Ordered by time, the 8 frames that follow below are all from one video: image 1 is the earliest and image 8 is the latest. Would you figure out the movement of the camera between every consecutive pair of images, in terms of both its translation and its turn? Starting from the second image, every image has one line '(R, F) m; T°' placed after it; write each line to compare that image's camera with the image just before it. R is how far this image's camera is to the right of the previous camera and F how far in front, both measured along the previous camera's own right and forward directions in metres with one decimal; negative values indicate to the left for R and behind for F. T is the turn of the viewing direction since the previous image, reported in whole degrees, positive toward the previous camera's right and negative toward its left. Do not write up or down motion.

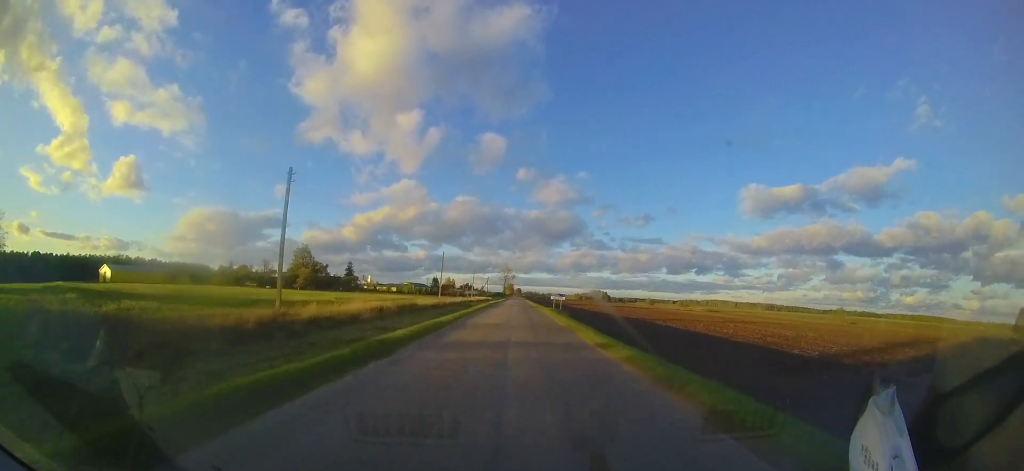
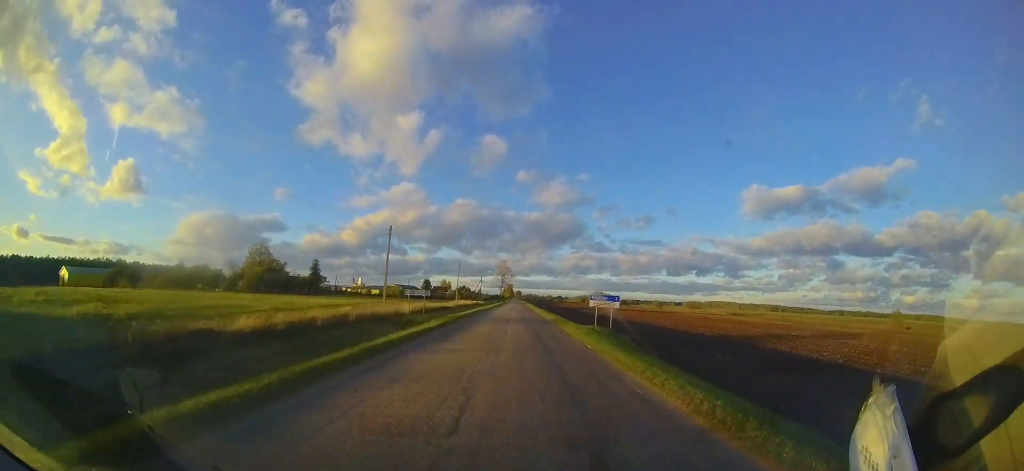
(-0.3, +25.0) m; 0°
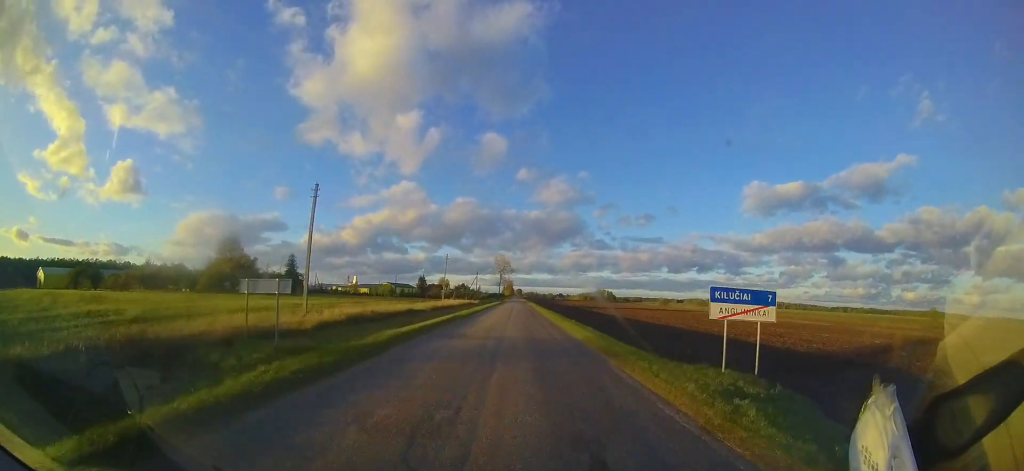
(0.0, +13.9) m; +1°
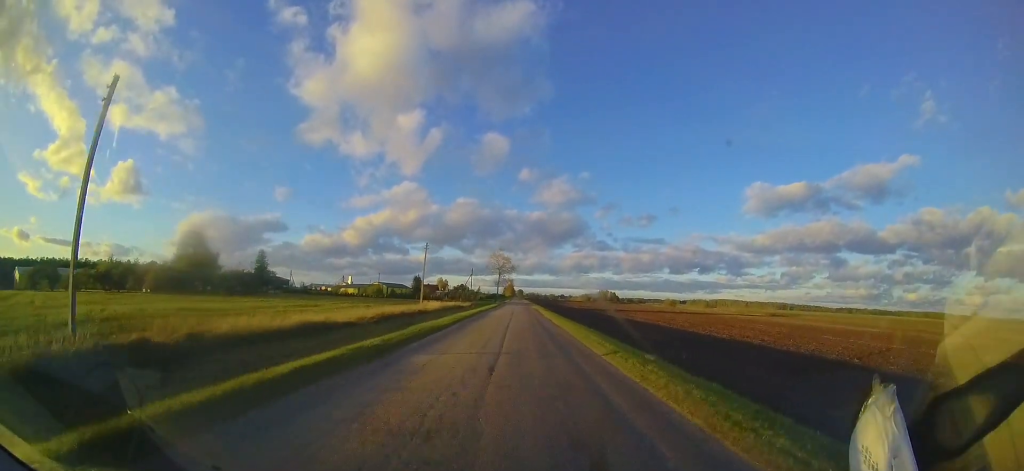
(+0.1, +15.1) m; 0°
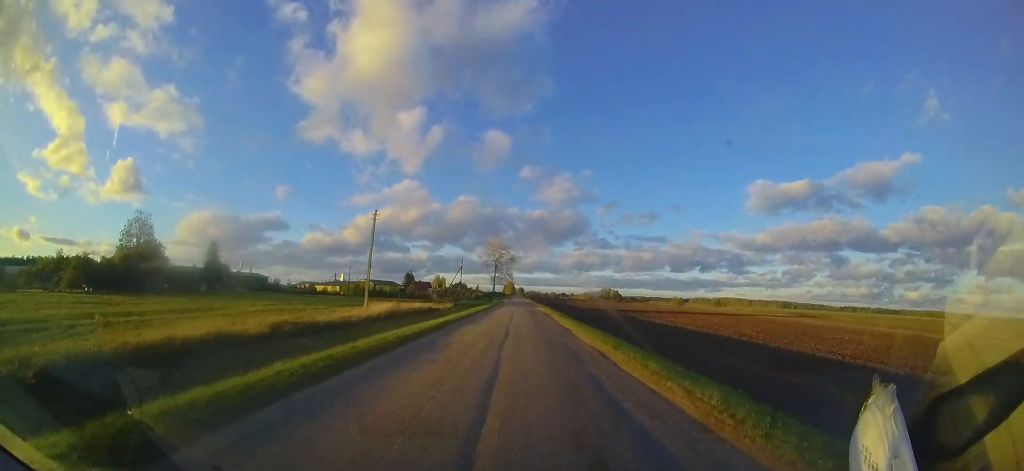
(+0.1, +17.4) m; 0°
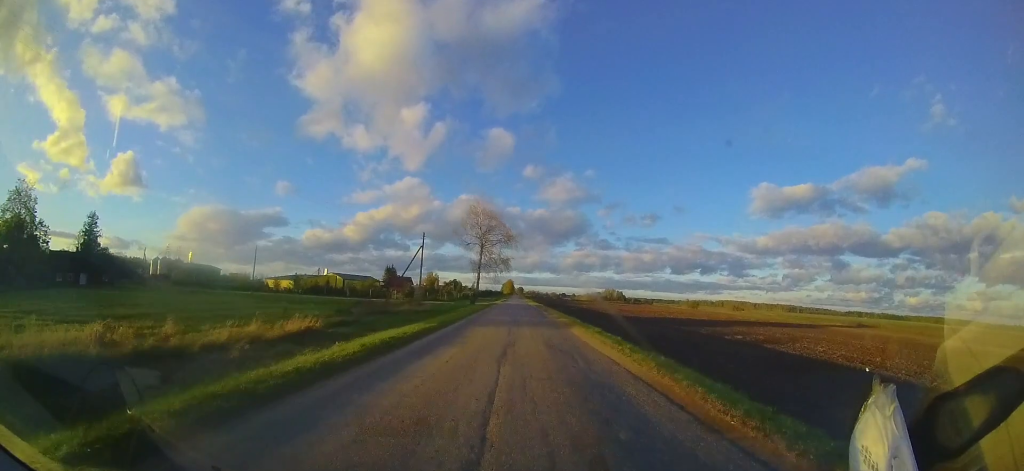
(-0.3, +30.9) m; -1°
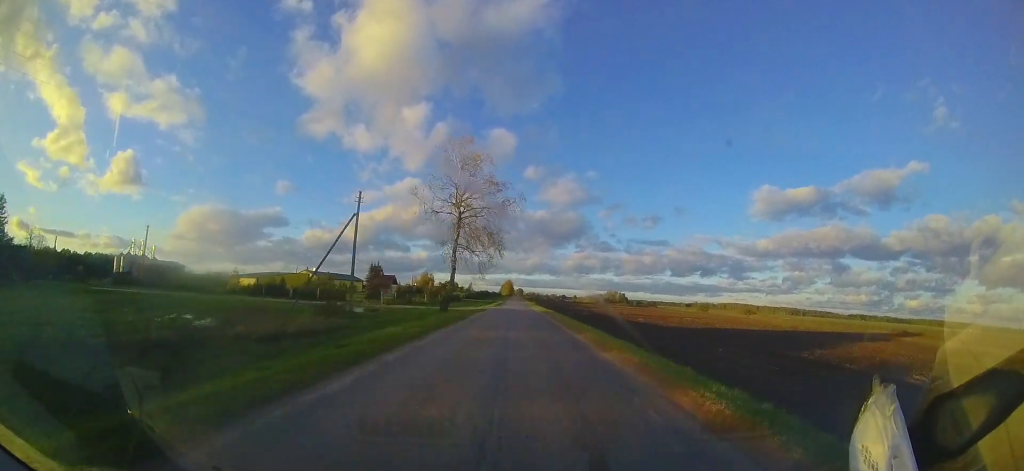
(0.0, +19.2) m; 0°
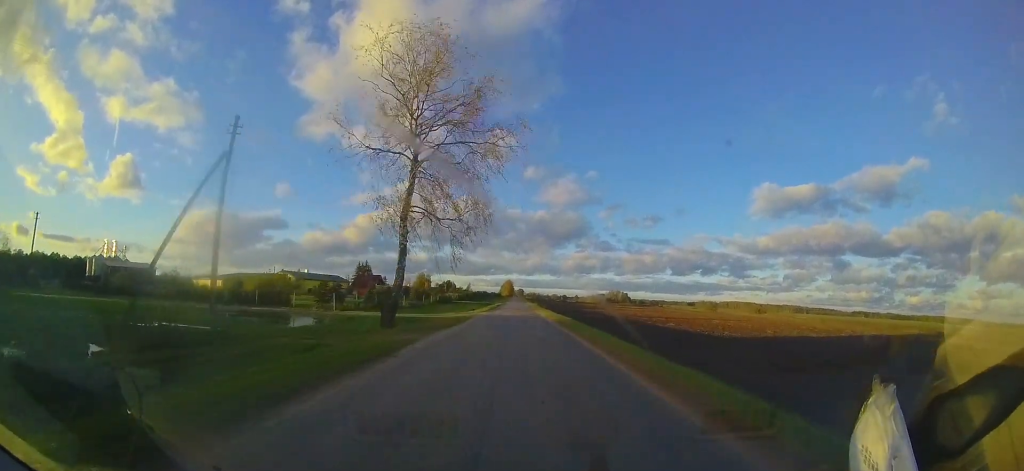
(0.0, +13.4) m; 0°
